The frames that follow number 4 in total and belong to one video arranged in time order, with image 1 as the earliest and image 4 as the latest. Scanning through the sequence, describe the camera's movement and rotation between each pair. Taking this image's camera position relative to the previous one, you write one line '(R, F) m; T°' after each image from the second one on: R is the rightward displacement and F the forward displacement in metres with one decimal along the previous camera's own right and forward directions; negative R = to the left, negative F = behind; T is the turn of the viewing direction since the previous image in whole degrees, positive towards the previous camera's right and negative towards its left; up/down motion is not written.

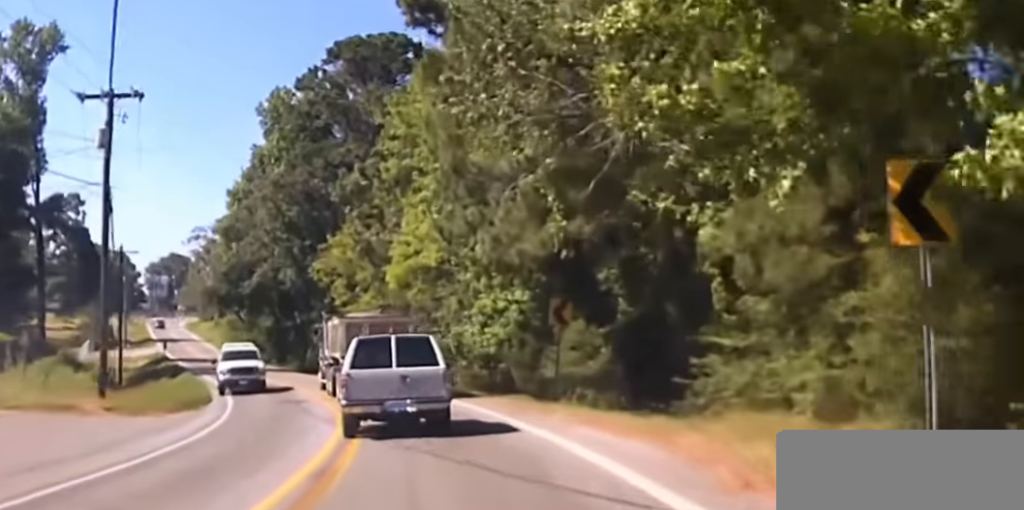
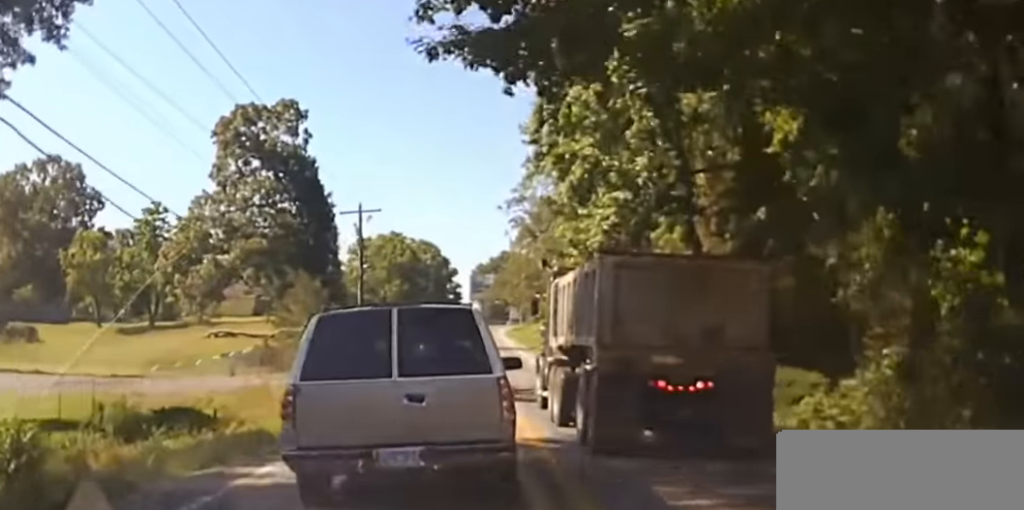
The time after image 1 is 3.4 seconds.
(-15.4, +71.0) m; -18°
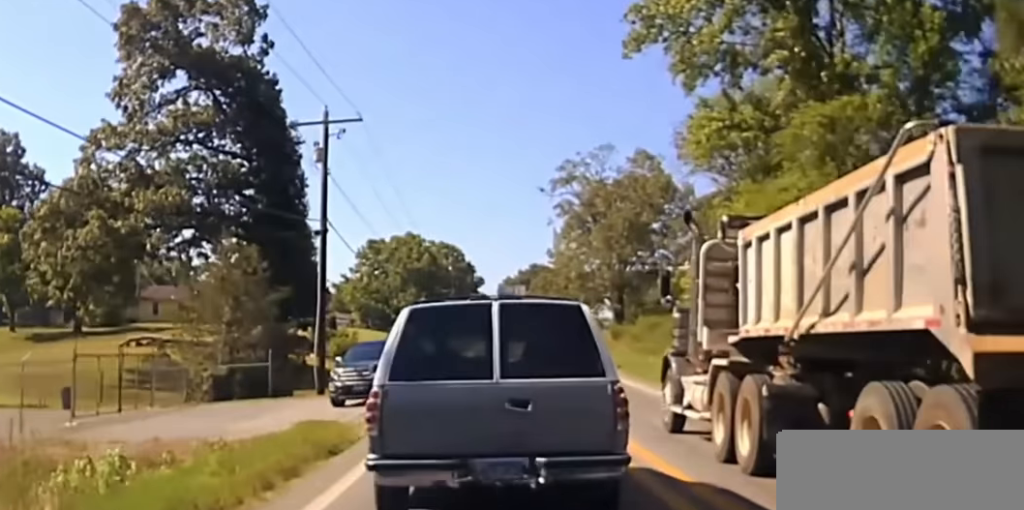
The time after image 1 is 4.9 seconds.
(0.0, +32.1) m; 0°
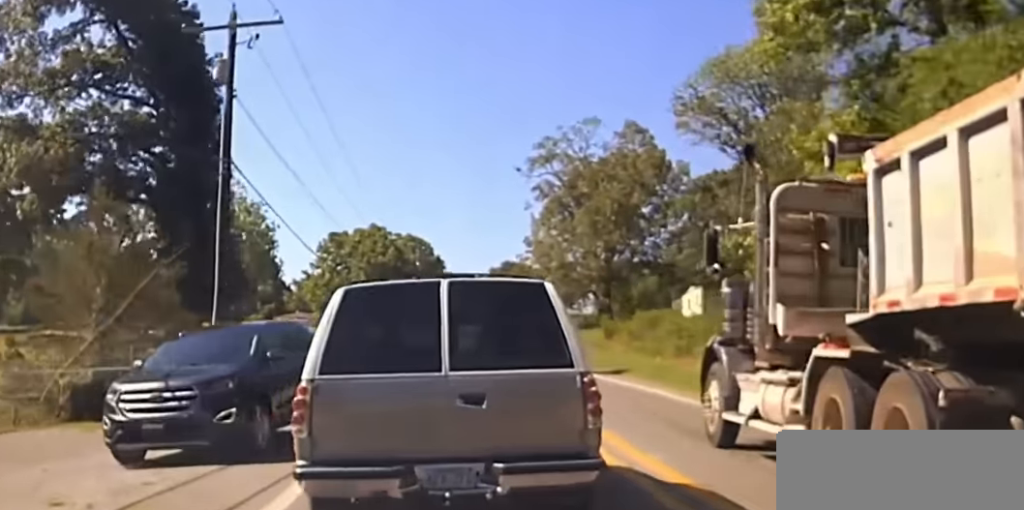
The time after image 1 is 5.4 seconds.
(0.0, +12.5) m; +1°
